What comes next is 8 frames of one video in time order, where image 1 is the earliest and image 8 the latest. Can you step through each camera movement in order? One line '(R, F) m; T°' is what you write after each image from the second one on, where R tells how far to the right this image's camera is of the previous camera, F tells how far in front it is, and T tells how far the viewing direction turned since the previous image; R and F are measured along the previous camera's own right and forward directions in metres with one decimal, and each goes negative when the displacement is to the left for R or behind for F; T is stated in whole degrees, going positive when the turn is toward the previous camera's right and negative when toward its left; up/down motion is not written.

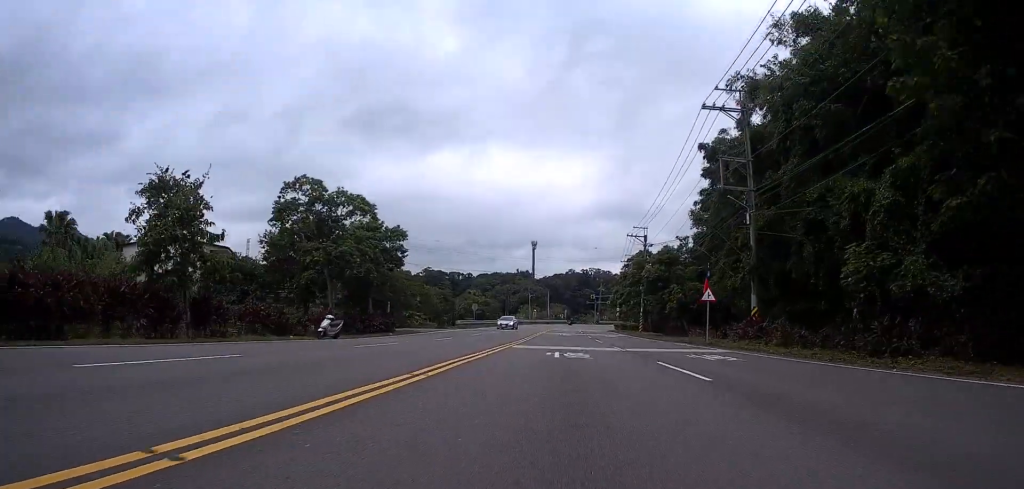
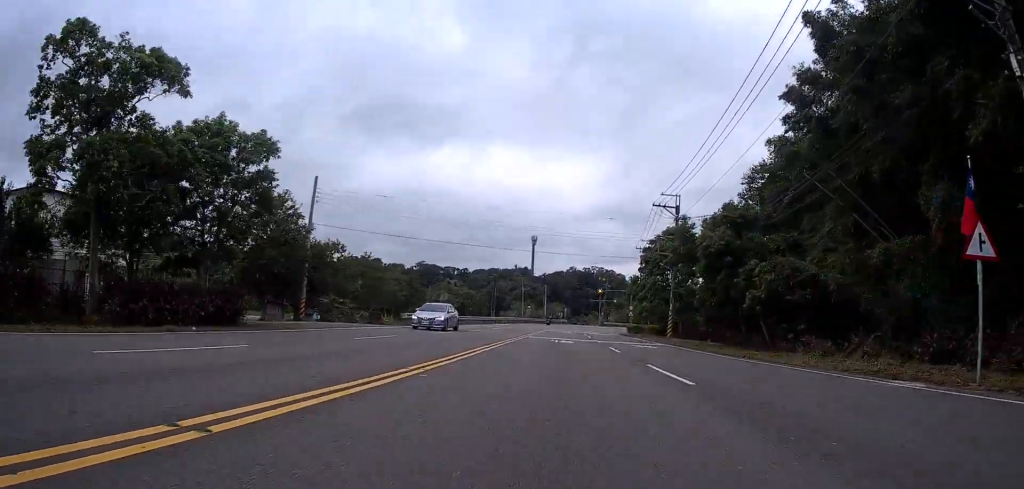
(+0.4, +18.7) m; +1°
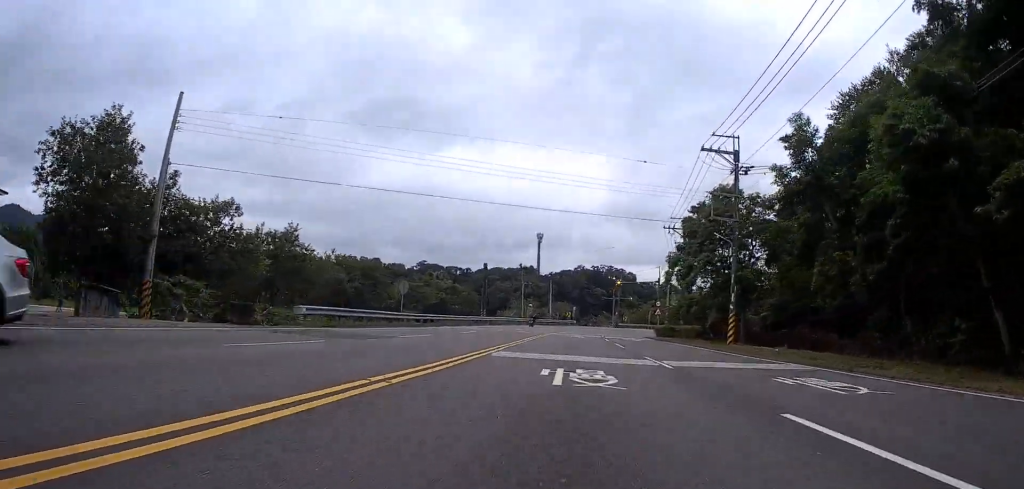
(+0.1, +15.1) m; 0°
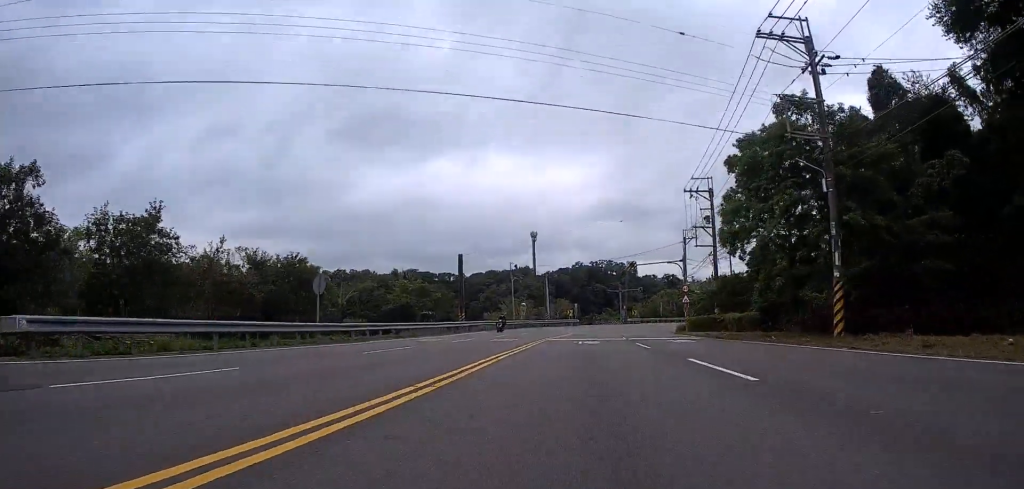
(0.0, +11.8) m; +2°
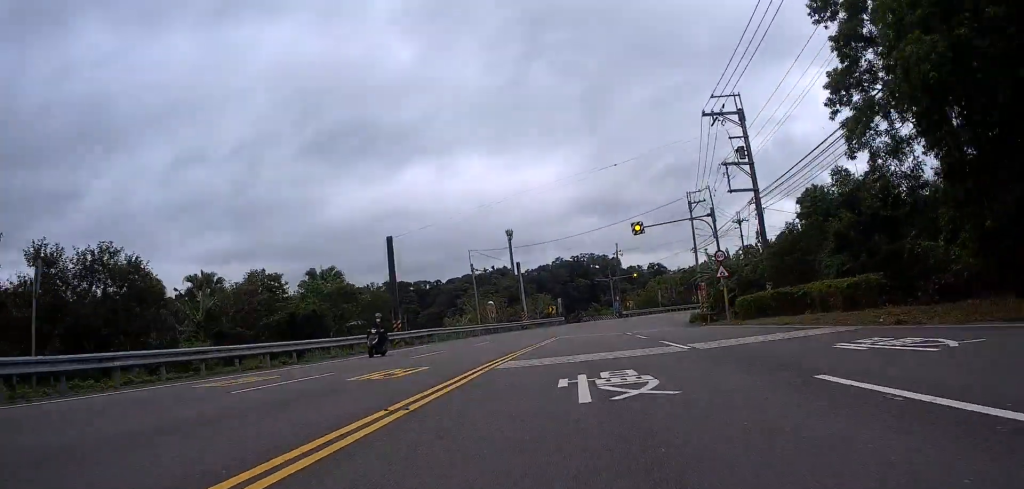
(-0.2, +12.8) m; +4°
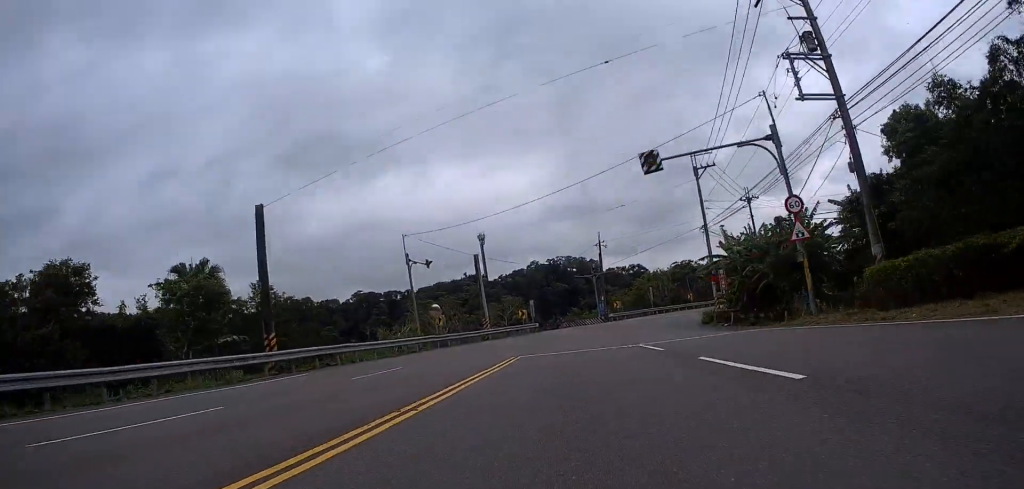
(+0.9, +9.9) m; +7°
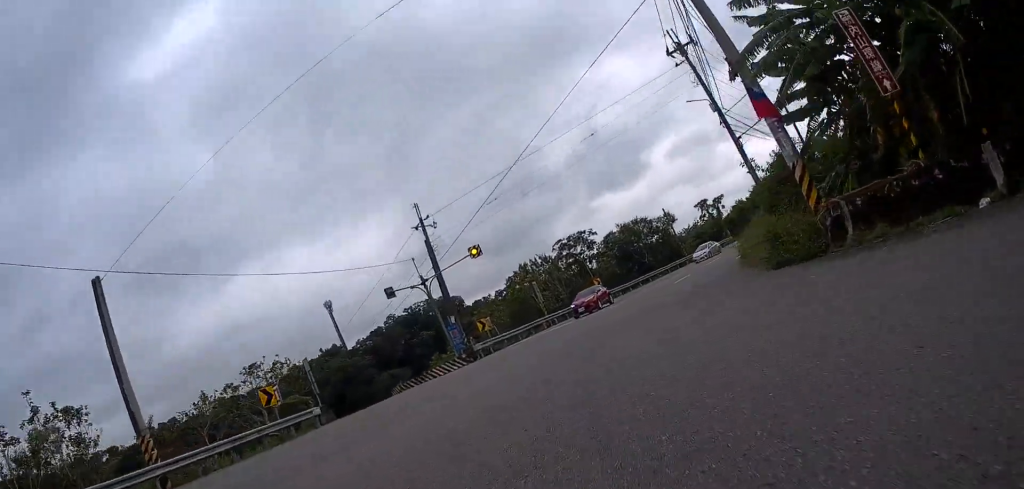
(+3.5, +25.7) m; +16°
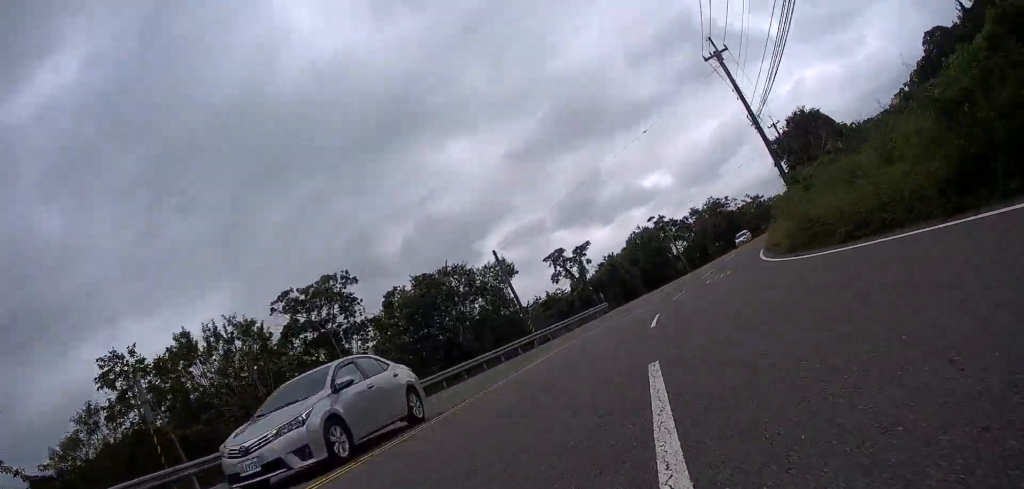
(+4.7, +31.2) m; +17°
